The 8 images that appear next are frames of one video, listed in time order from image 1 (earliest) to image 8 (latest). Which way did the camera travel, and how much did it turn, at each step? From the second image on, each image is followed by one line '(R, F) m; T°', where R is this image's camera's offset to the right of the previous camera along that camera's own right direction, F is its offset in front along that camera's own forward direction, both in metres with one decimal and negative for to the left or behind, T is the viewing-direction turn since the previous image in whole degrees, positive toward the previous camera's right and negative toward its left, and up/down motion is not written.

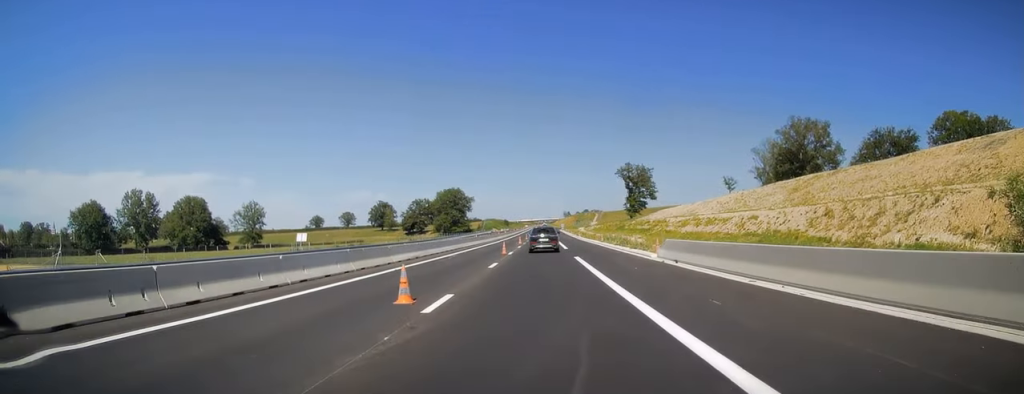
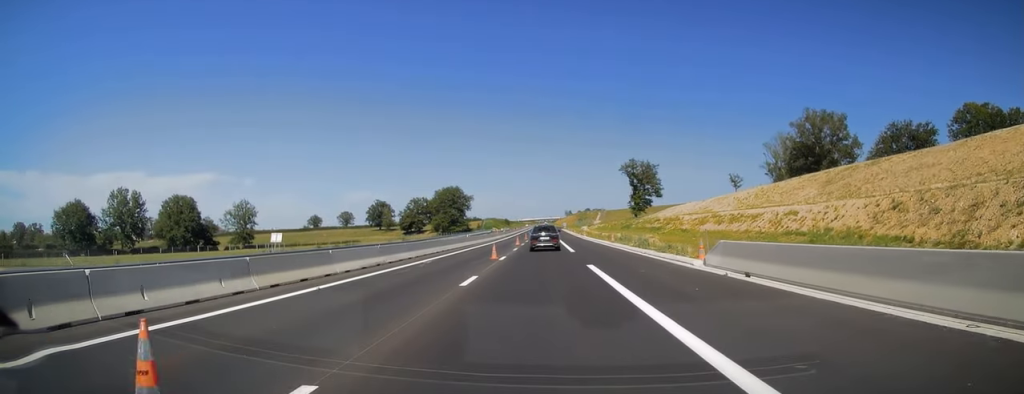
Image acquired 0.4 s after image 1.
(0.0, +8.2) m; 0°
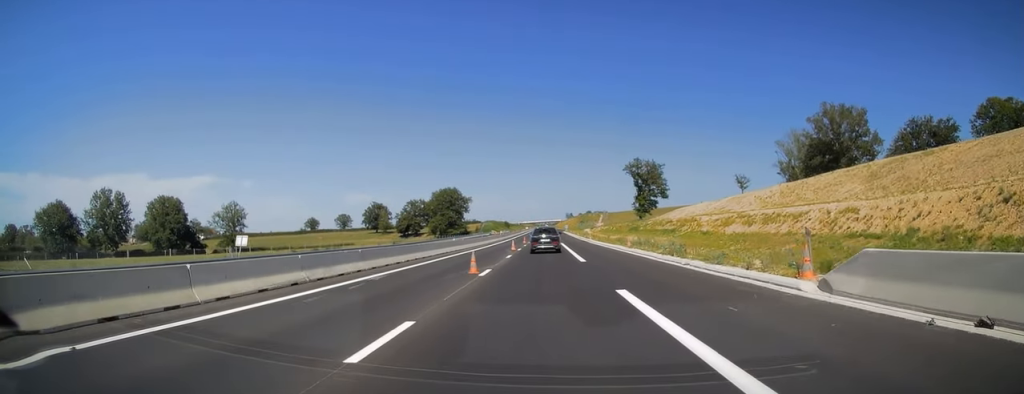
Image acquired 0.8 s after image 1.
(-0.2, +8.9) m; 0°
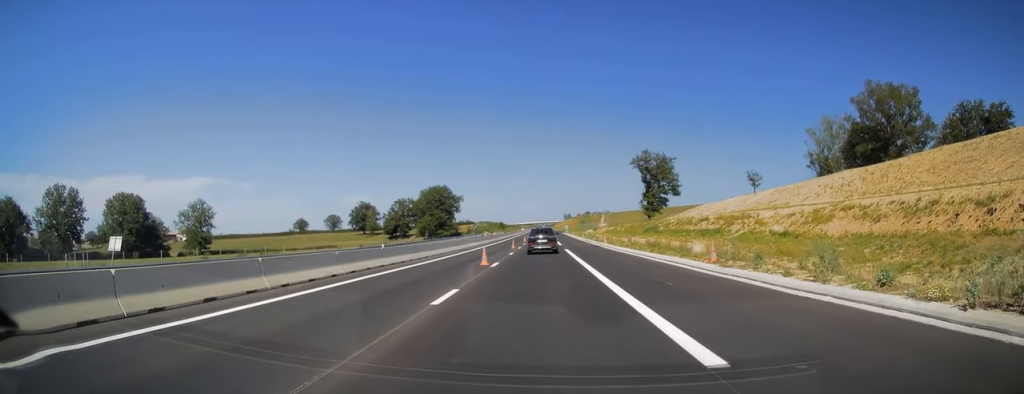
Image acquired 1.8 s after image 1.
(+0.1, +20.7) m; +1°
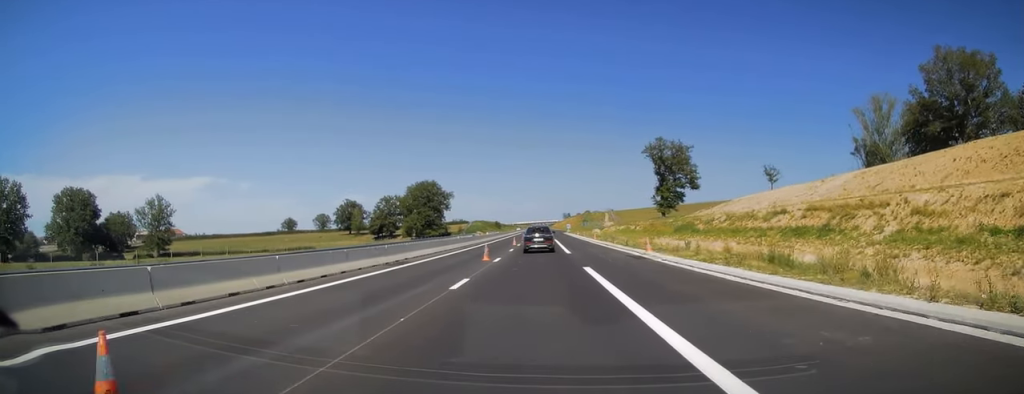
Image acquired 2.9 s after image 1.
(+0.2, +22.9) m; 0°
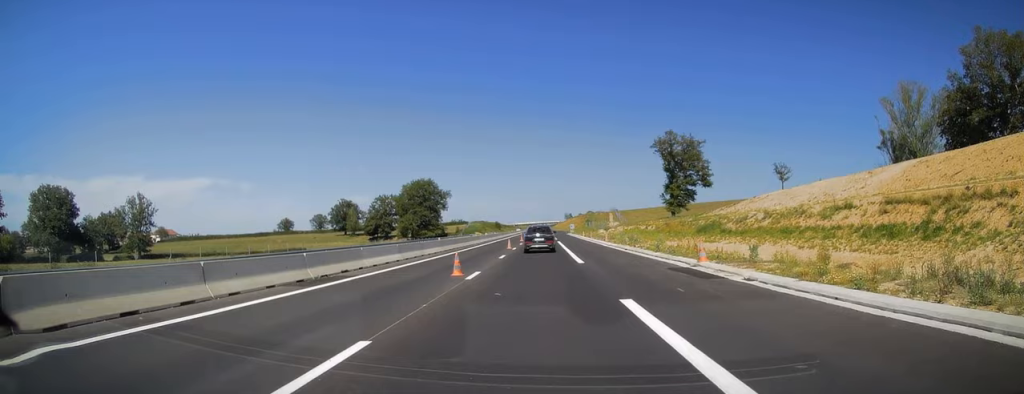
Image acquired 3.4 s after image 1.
(0.0, +10.0) m; 0°
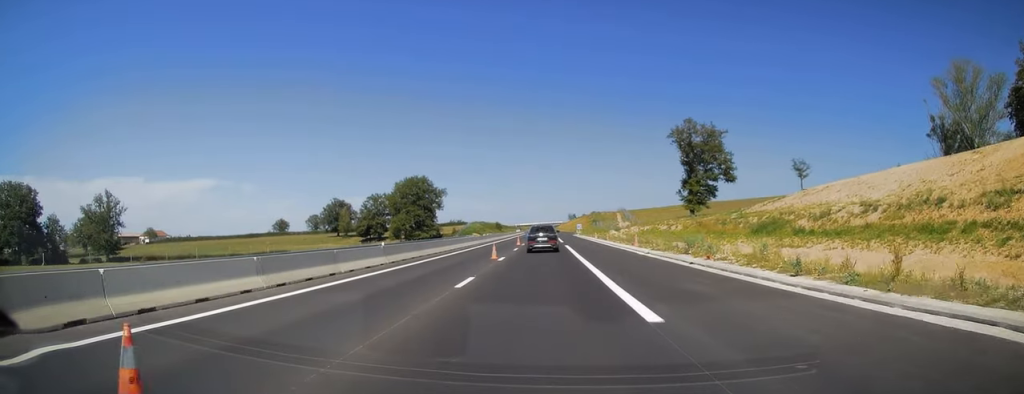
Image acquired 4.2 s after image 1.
(-0.3, +15.5) m; 0°
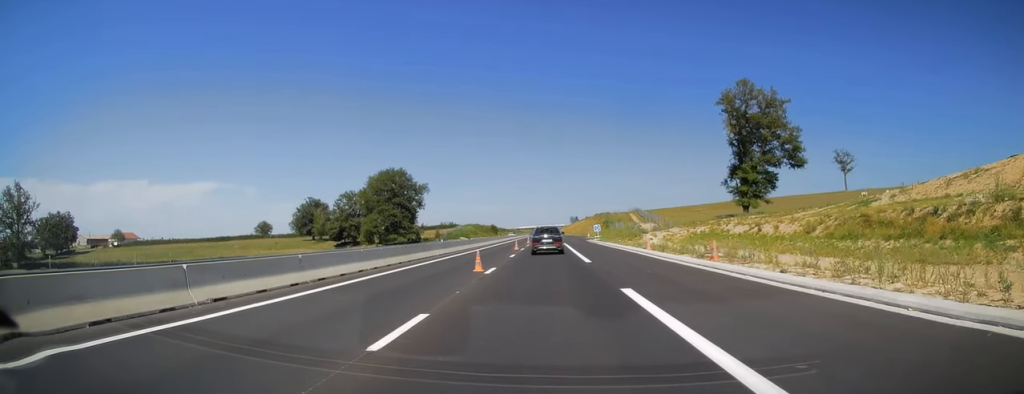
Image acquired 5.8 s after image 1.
(+0.5, +33.7) m; +1°
